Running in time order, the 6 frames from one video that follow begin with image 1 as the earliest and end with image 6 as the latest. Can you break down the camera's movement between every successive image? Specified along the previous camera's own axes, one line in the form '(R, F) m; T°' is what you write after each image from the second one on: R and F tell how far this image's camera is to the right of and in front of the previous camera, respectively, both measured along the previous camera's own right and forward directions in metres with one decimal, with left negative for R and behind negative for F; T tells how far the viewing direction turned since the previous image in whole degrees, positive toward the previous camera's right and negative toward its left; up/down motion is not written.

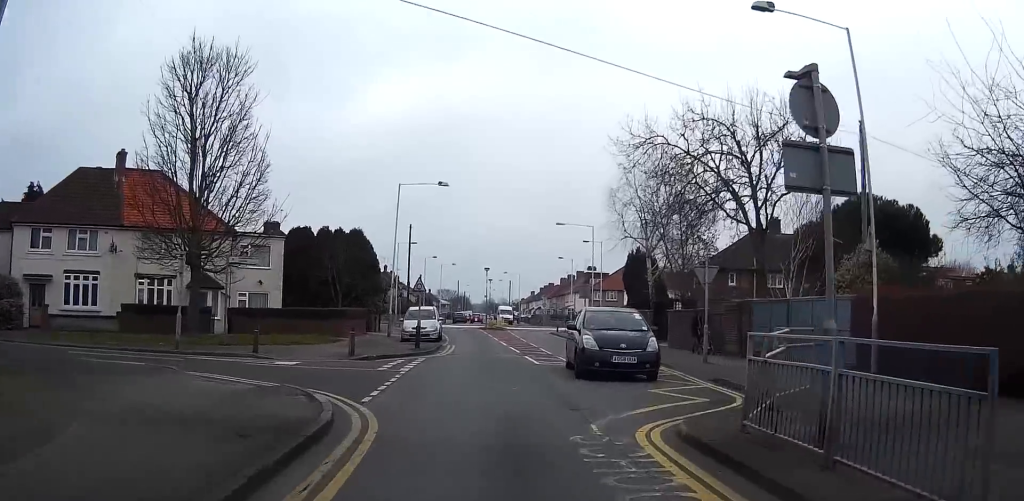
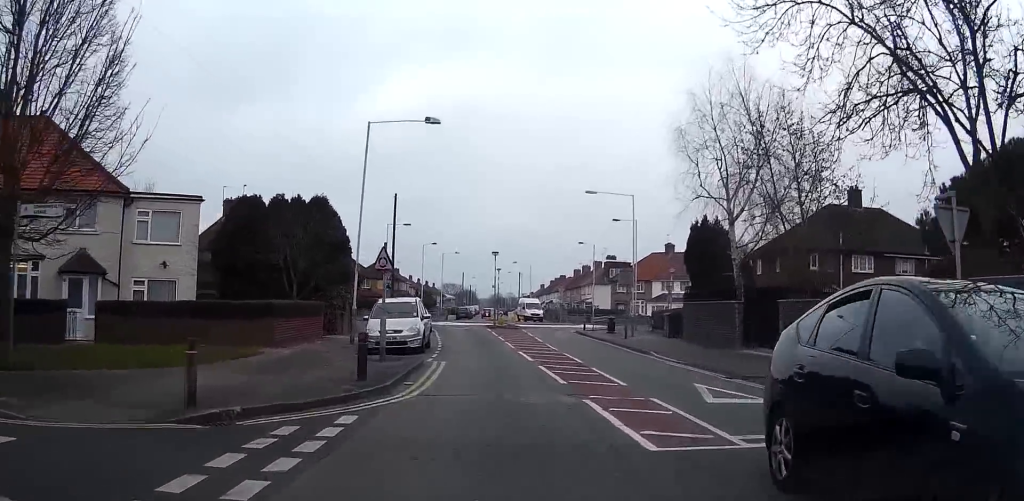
(-0.2, +12.2) m; -2°
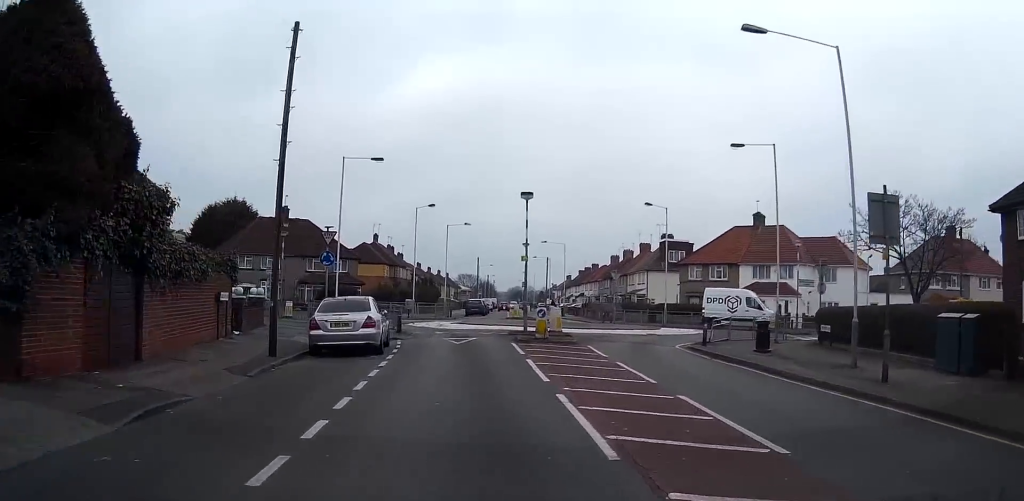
(-0.3, +24.2) m; -1°
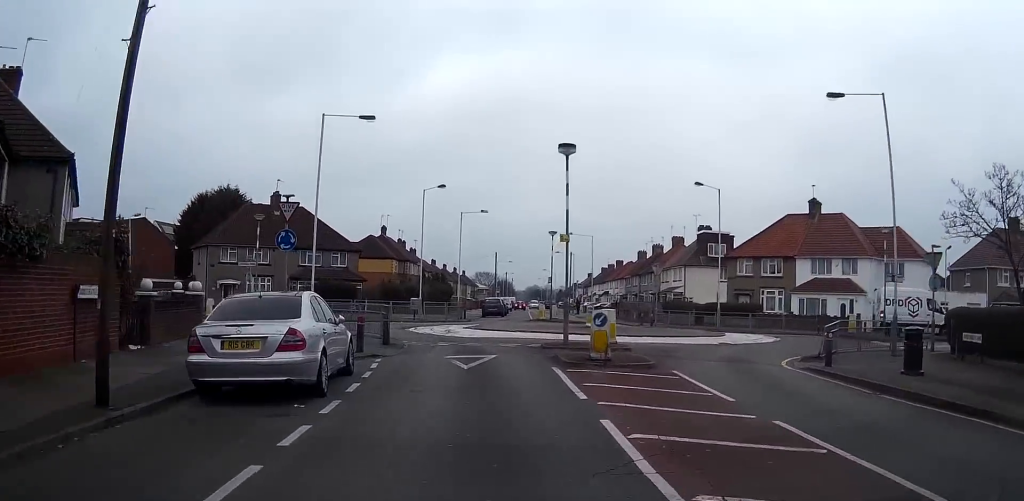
(-0.1, +8.4) m; -1°
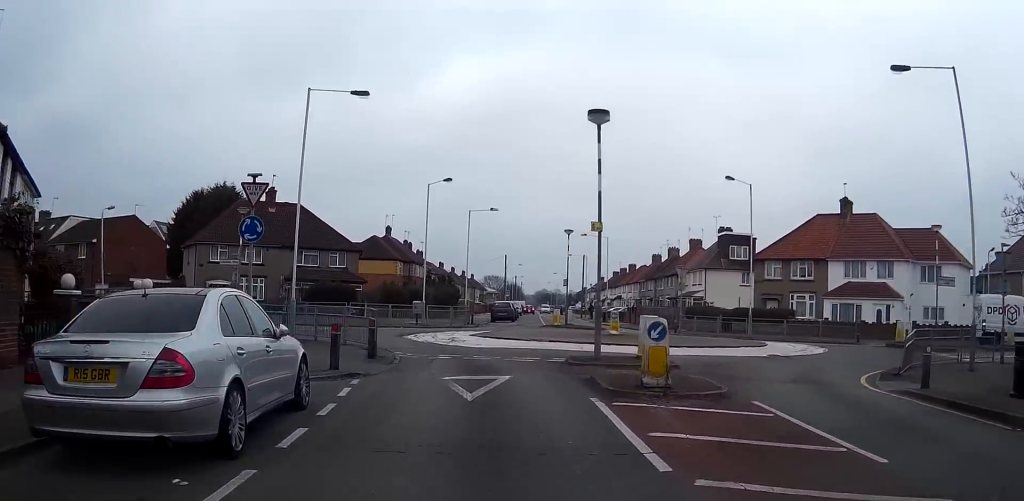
(0.0, +3.9) m; -1°
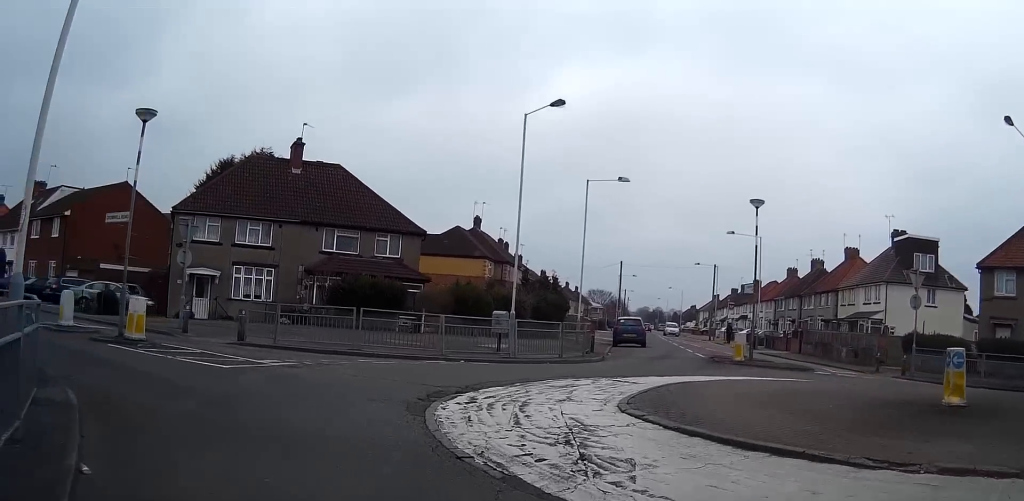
(-0.8, +18.6) m; -4°
